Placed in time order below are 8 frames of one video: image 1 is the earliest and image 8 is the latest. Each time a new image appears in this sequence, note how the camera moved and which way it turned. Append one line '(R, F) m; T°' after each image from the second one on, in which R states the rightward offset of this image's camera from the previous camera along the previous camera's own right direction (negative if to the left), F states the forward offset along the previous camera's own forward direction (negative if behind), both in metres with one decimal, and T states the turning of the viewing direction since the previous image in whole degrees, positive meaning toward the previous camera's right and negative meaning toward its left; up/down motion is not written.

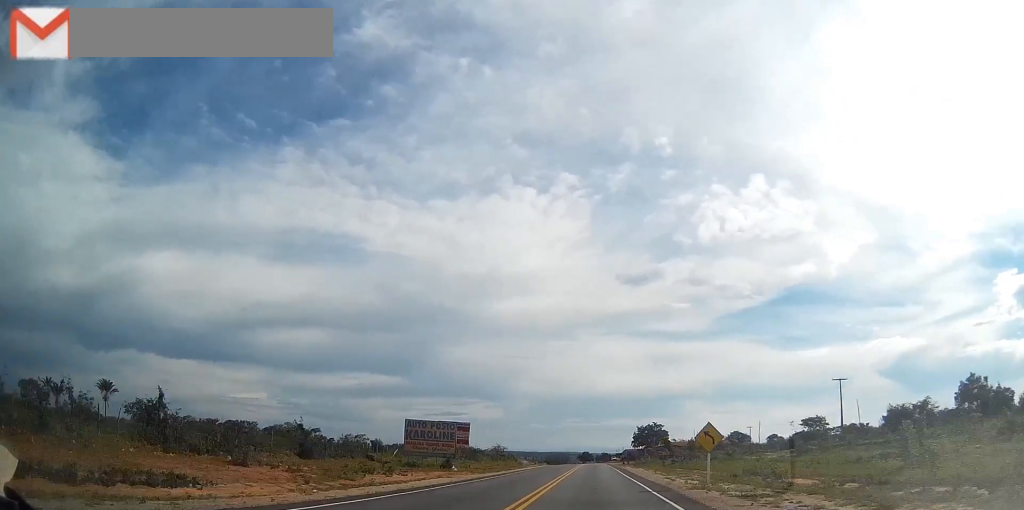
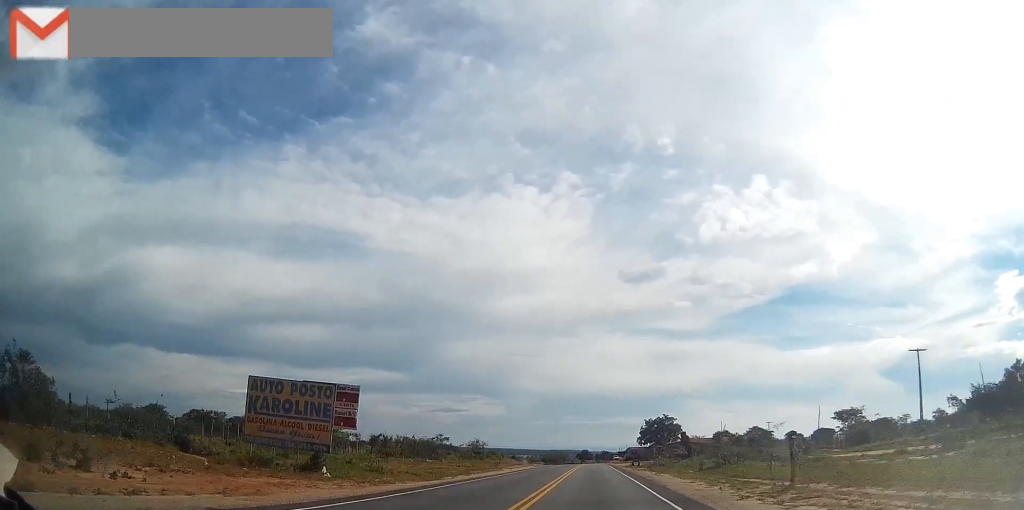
(+0.1, +23.1) m; 0°
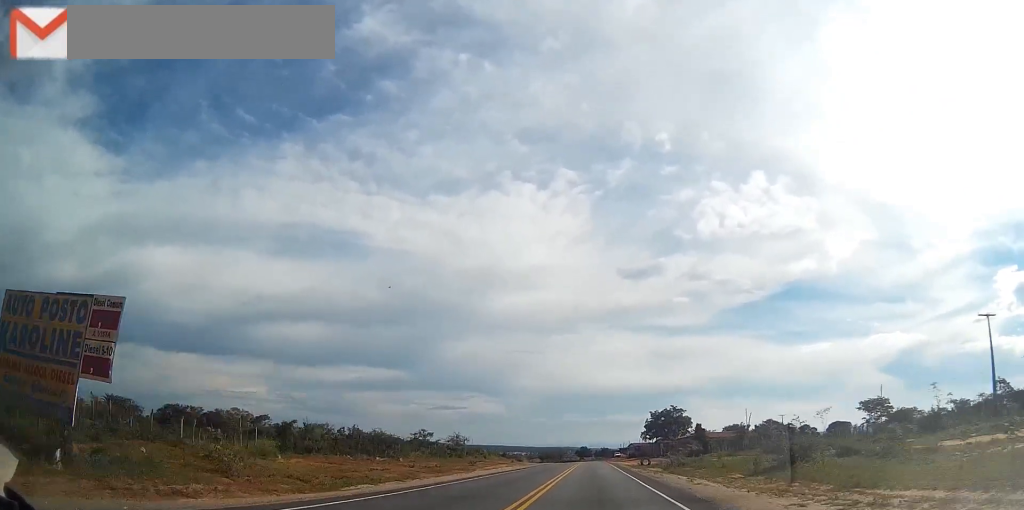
(+0.1, +15.9) m; 0°
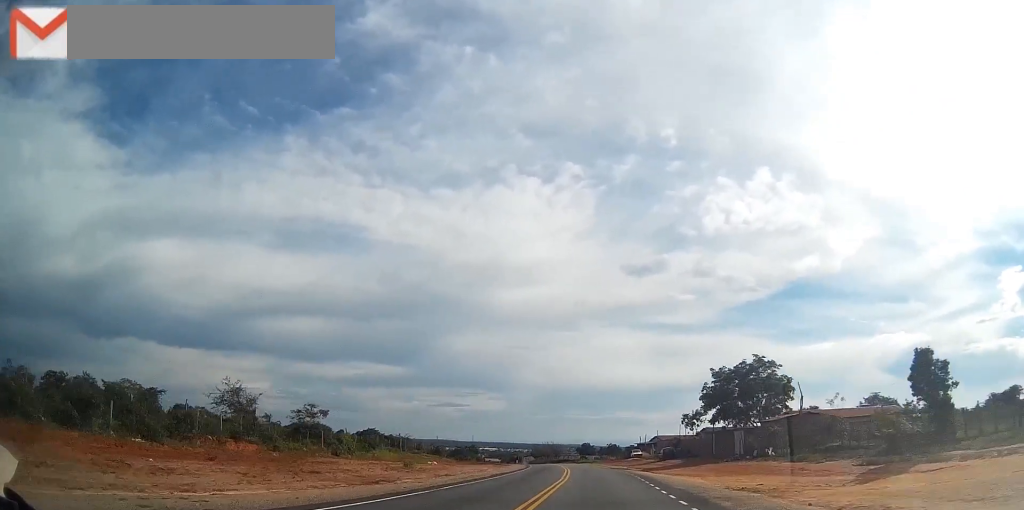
(-0.4, +57.3) m; 0°
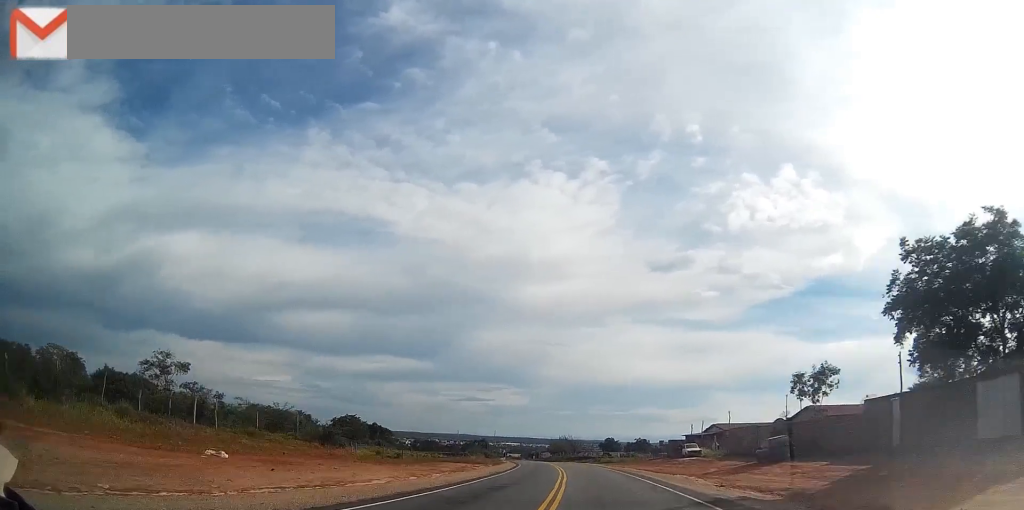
(-0.1, +35.8) m; -1°
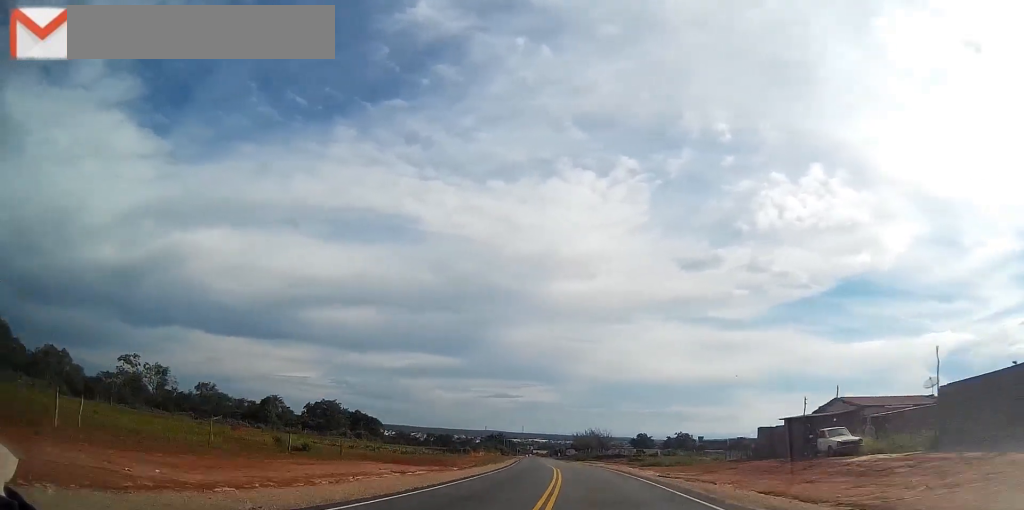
(-0.4, +31.5) m; -2°
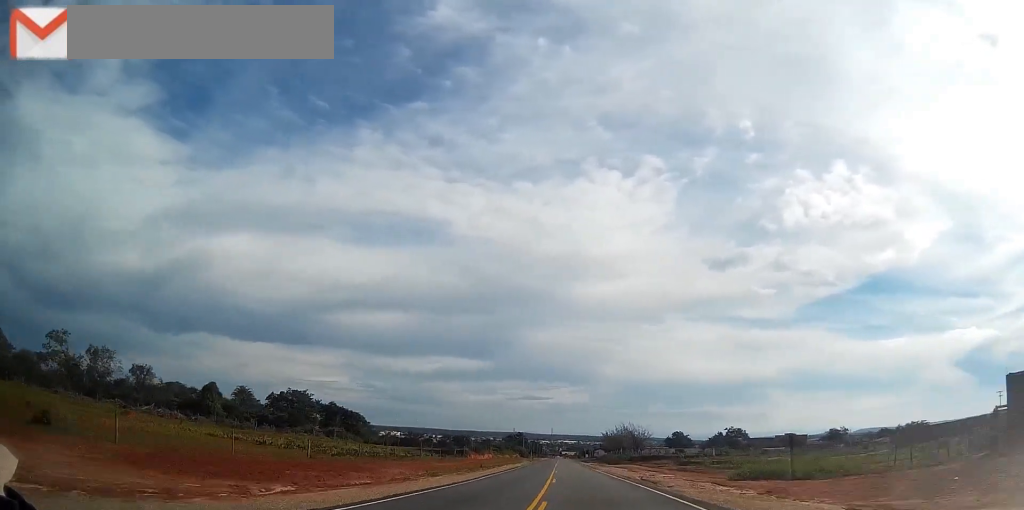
(-0.6, +28.6) m; -3°
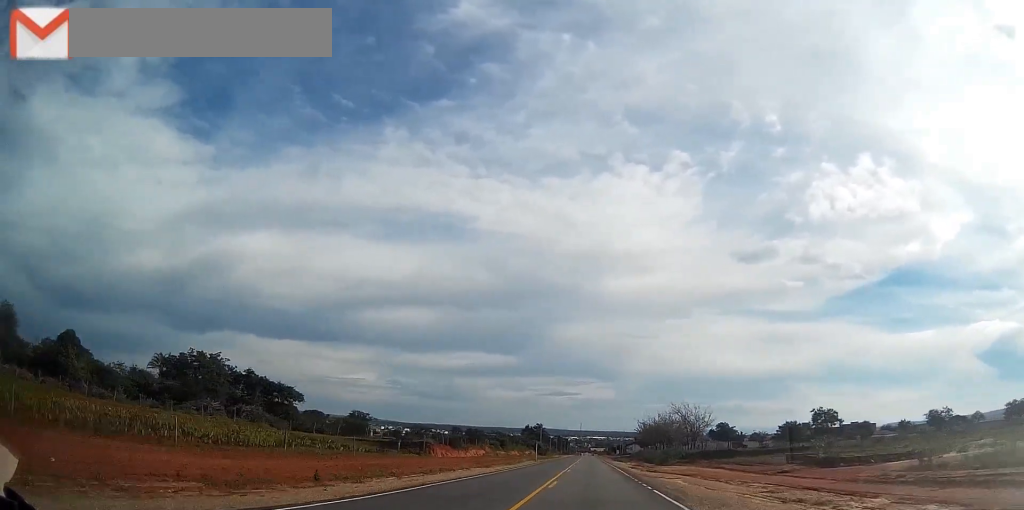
(-1.1, +37.2) m; -3°
